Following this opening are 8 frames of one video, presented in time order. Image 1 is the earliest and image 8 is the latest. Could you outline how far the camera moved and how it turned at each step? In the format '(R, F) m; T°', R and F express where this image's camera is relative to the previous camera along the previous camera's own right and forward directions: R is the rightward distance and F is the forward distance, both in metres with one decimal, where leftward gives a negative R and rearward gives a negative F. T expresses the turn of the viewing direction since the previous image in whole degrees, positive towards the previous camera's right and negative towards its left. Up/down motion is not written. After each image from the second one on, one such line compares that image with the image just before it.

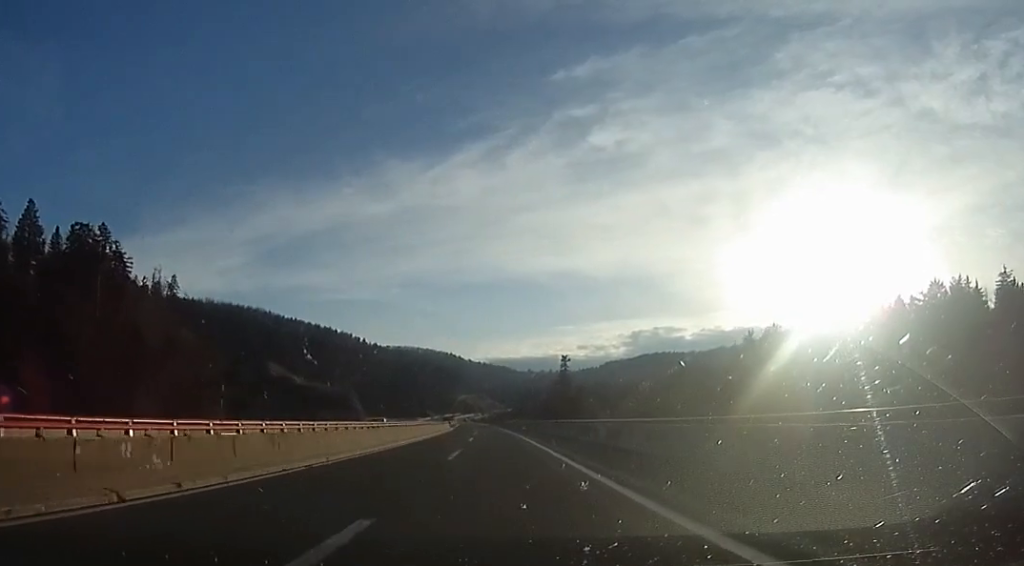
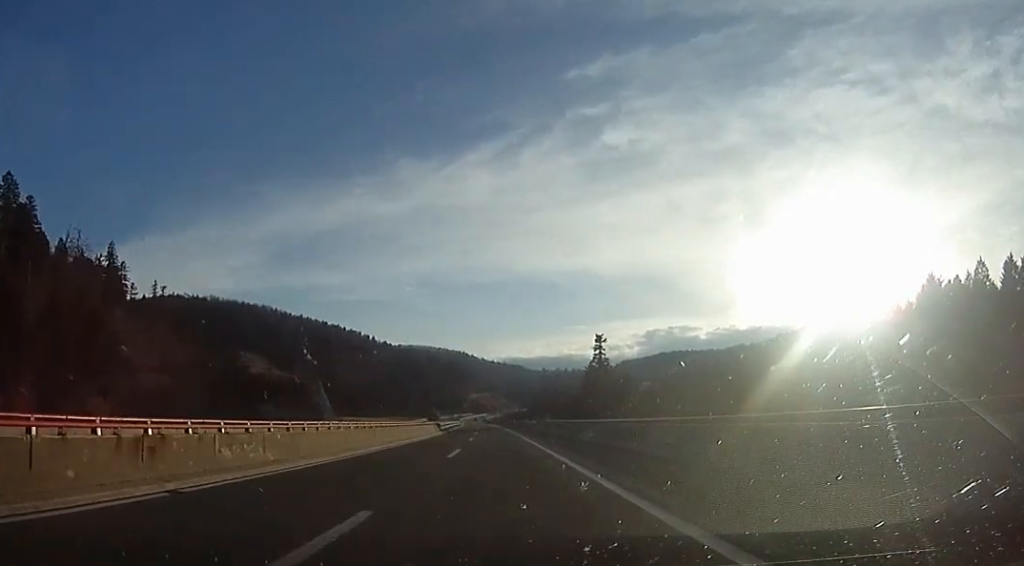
(-0.4, +37.4) m; -1°
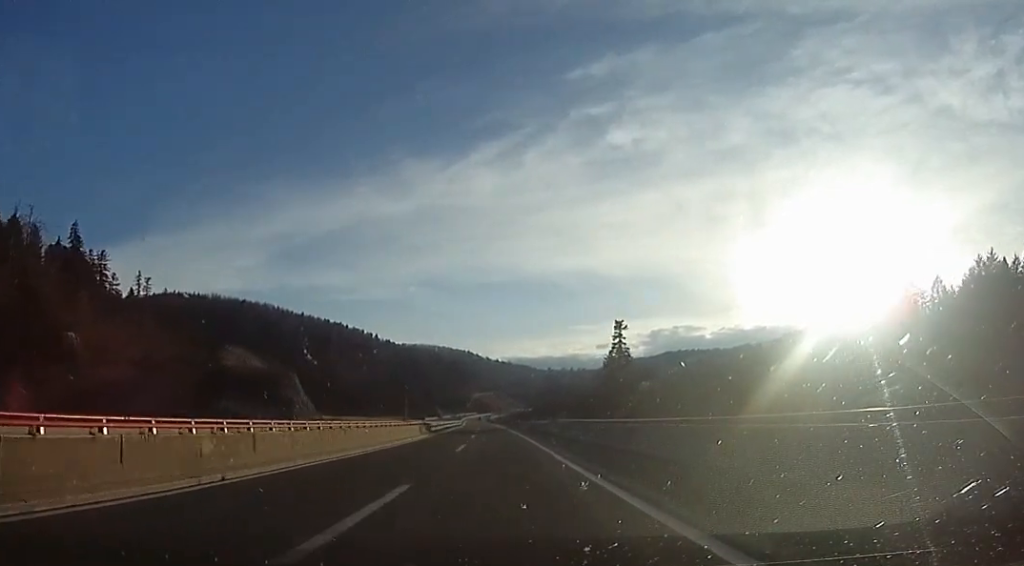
(-0.1, +15.8) m; -1°
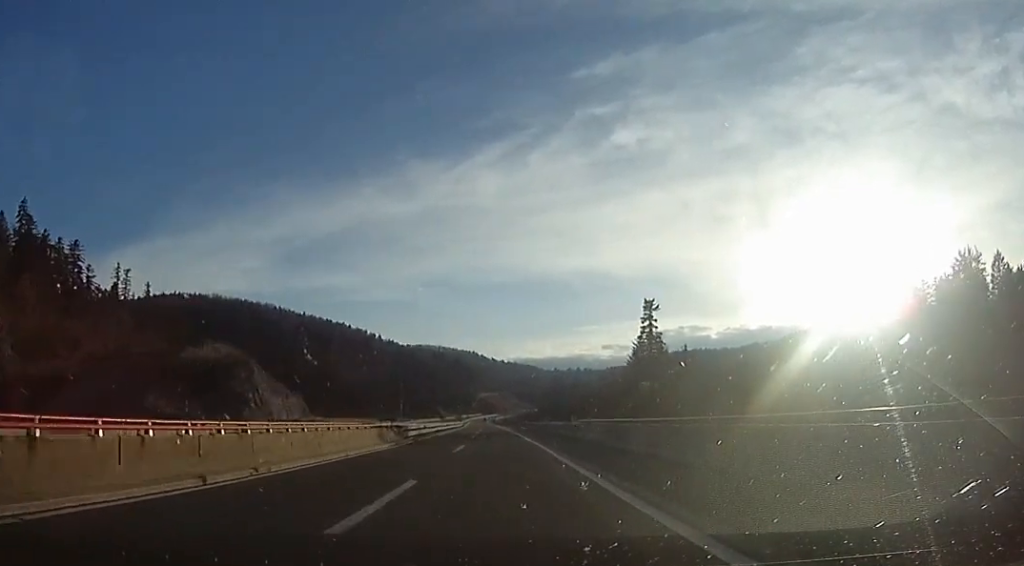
(-0.2, +18.1) m; -1°
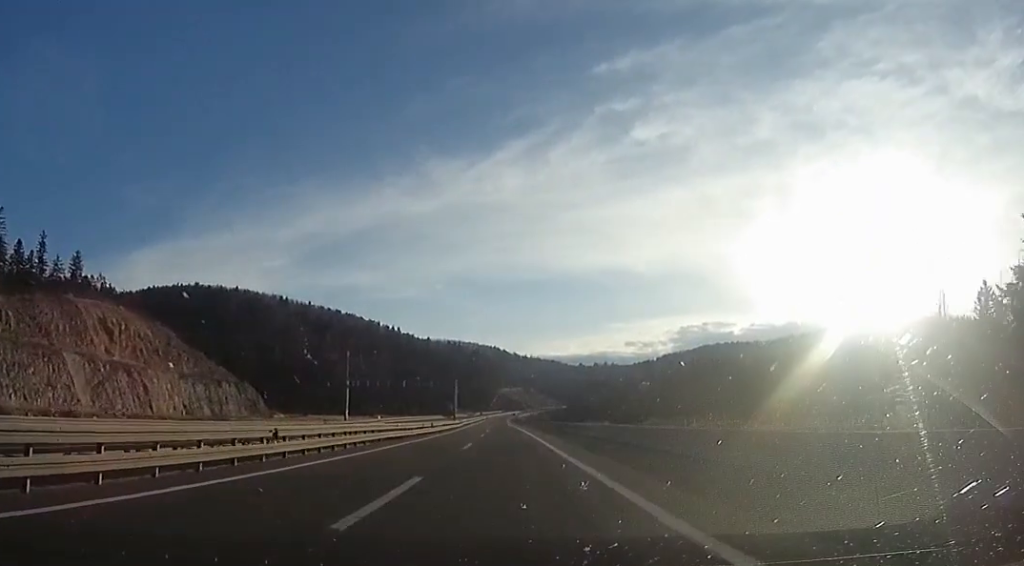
(-0.7, +75.9) m; -2°
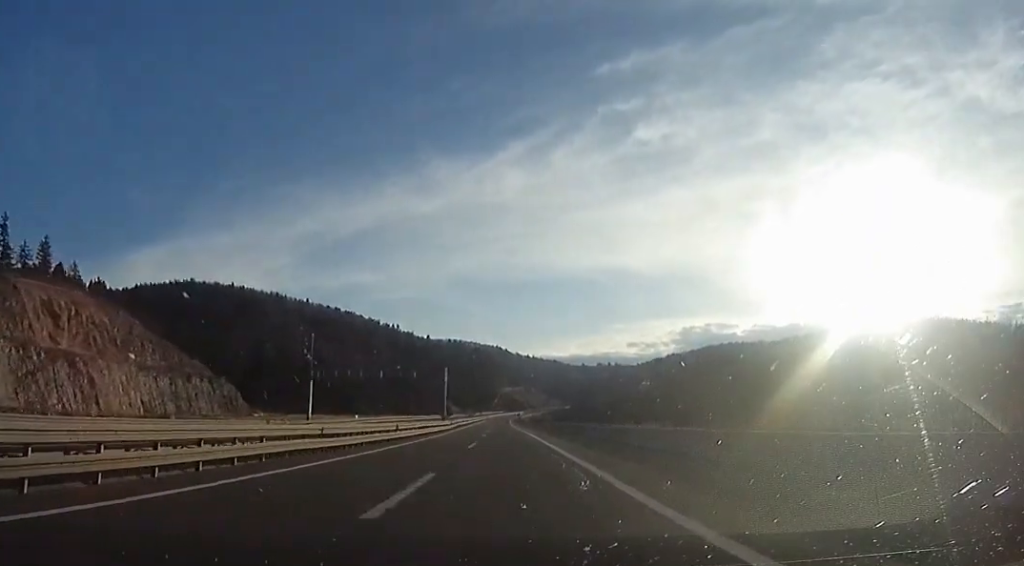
(-0.1, +18.2) m; -1°
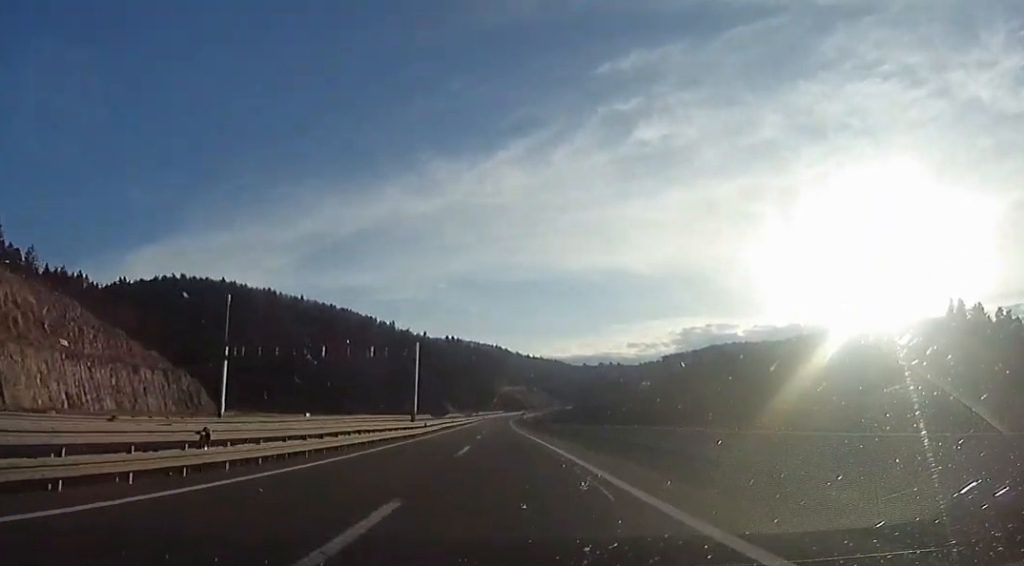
(+0.1, +23.5) m; -2°
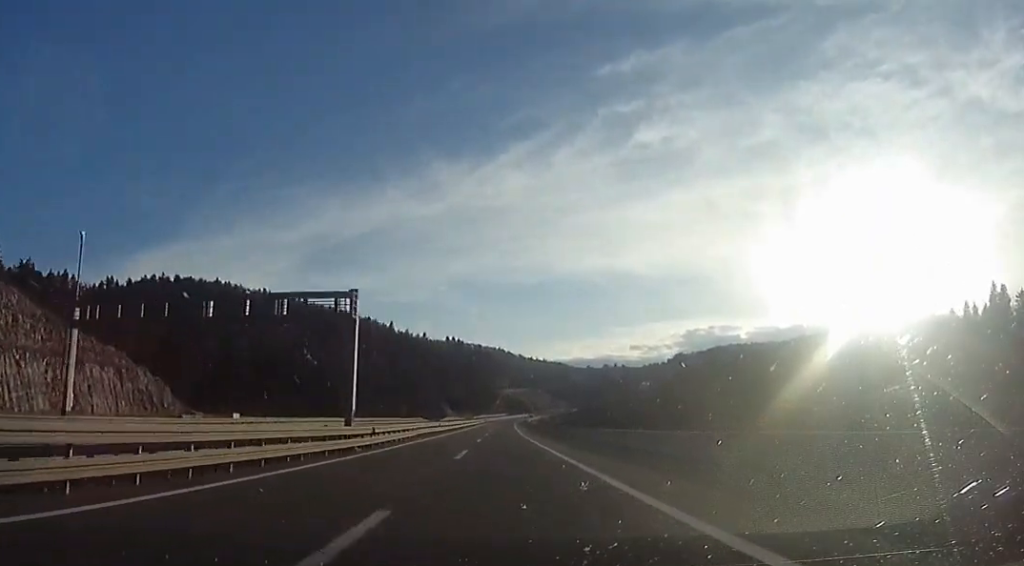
(-0.7, +20.0) m; +1°
